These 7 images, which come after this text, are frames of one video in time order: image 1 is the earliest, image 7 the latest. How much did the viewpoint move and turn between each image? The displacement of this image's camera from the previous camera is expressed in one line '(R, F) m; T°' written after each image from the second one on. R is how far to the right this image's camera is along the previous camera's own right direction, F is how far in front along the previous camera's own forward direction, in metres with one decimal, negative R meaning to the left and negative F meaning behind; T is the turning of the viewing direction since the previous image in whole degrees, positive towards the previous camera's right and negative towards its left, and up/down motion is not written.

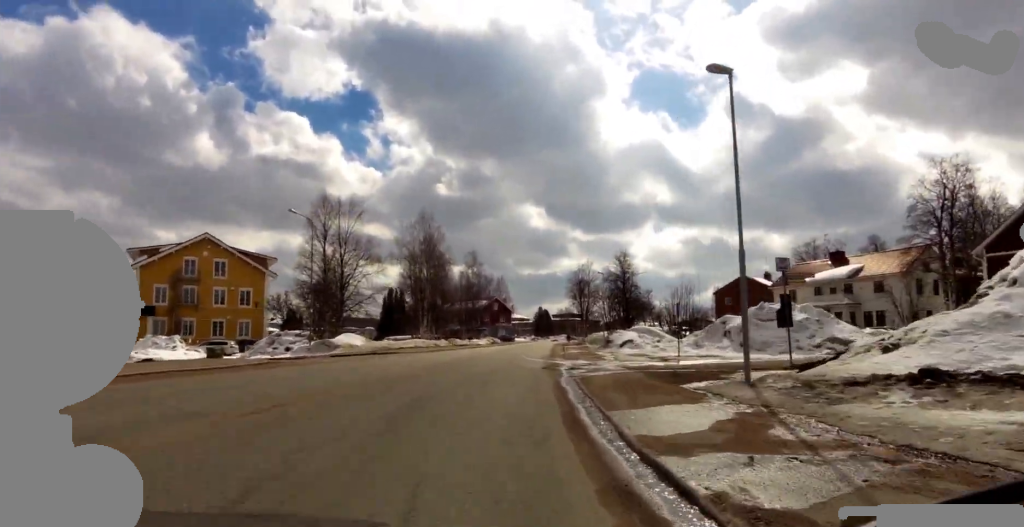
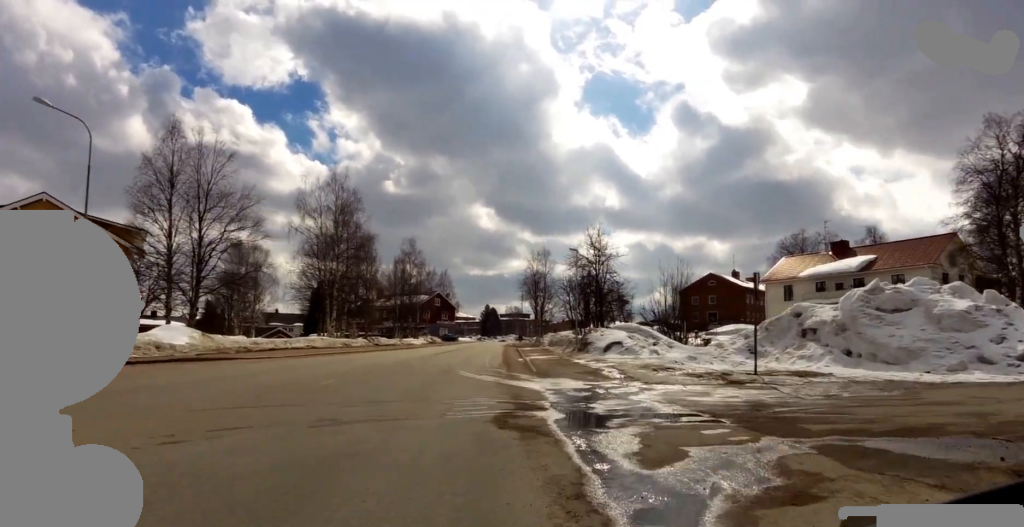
(0.0, +14.0) m; 0°
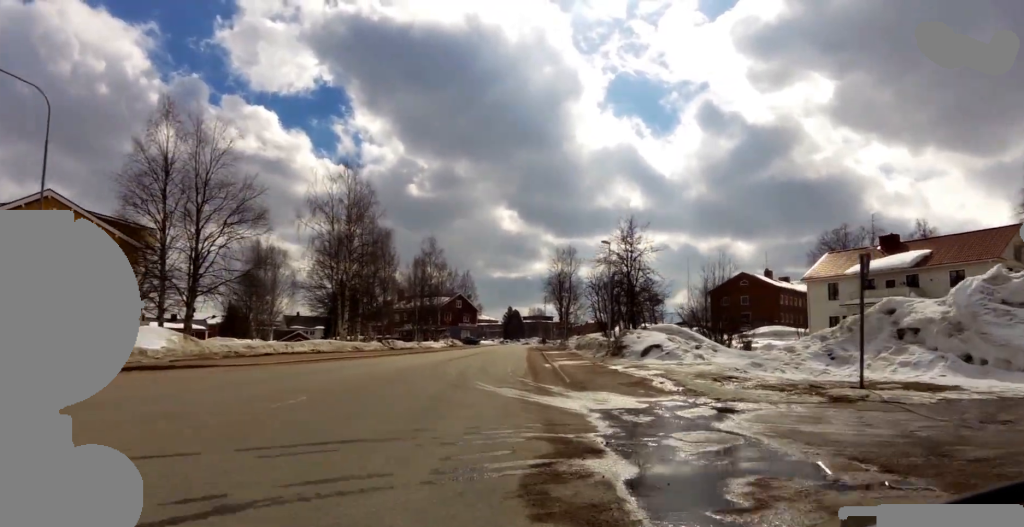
(-0.1, +3.5) m; 0°
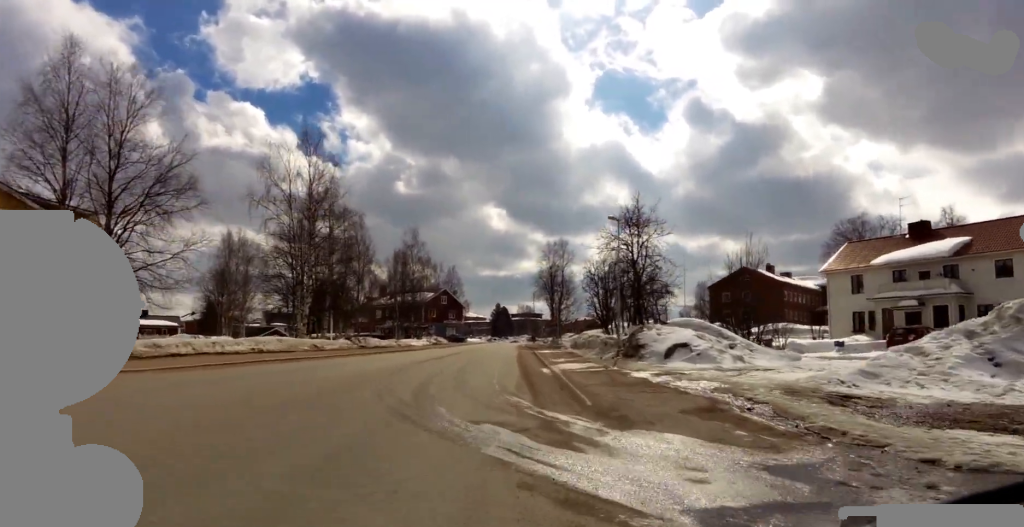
(-0.1, +6.2) m; +1°
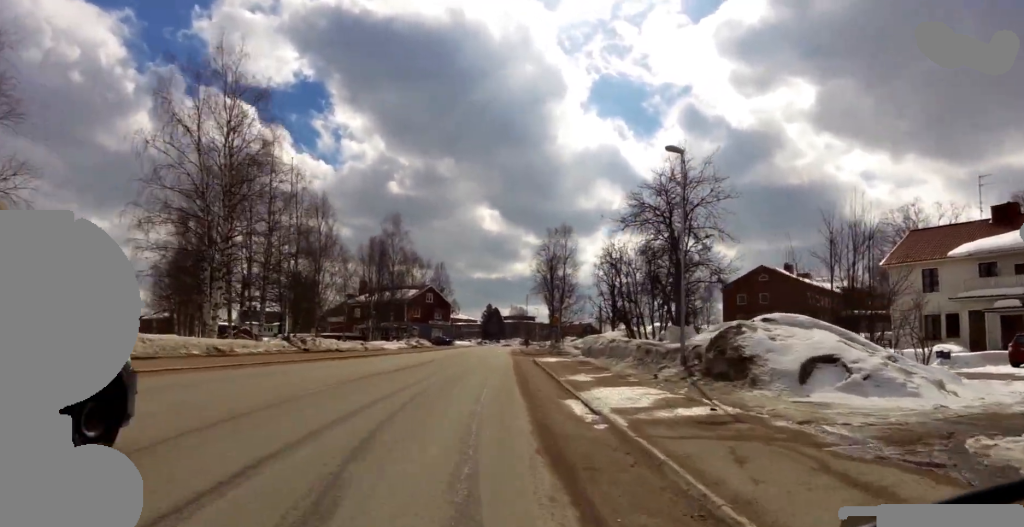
(+0.5, +11.0) m; +2°
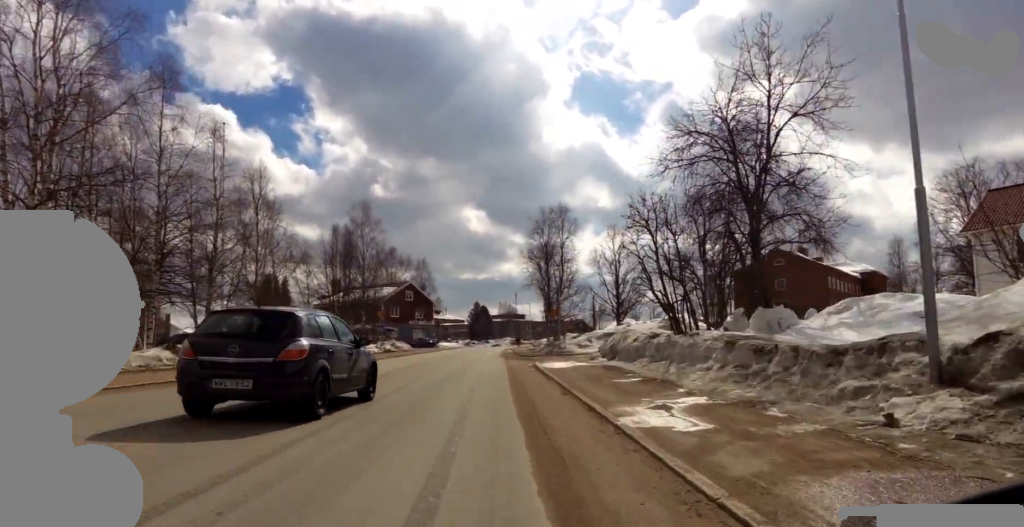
(-0.3, +10.7) m; 0°
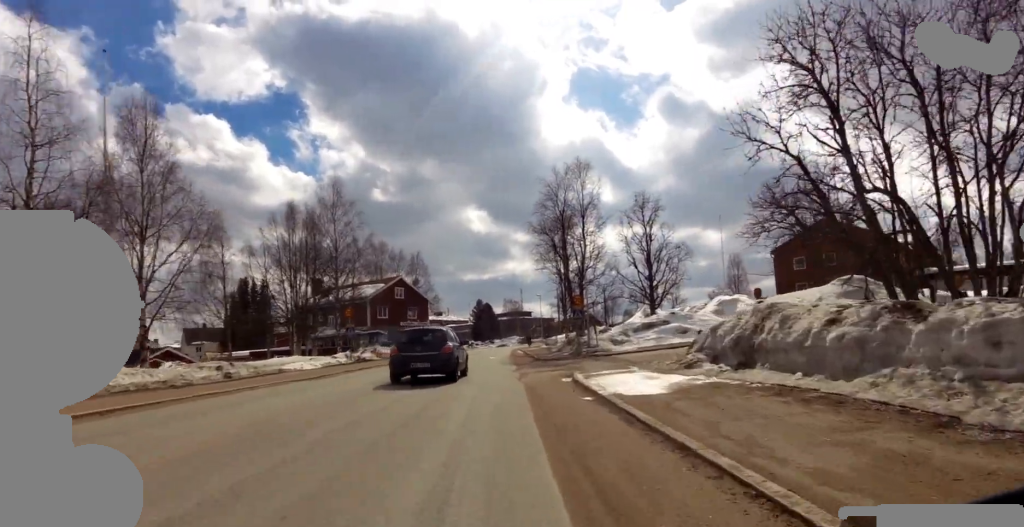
(+0.8, +12.8) m; +4°
